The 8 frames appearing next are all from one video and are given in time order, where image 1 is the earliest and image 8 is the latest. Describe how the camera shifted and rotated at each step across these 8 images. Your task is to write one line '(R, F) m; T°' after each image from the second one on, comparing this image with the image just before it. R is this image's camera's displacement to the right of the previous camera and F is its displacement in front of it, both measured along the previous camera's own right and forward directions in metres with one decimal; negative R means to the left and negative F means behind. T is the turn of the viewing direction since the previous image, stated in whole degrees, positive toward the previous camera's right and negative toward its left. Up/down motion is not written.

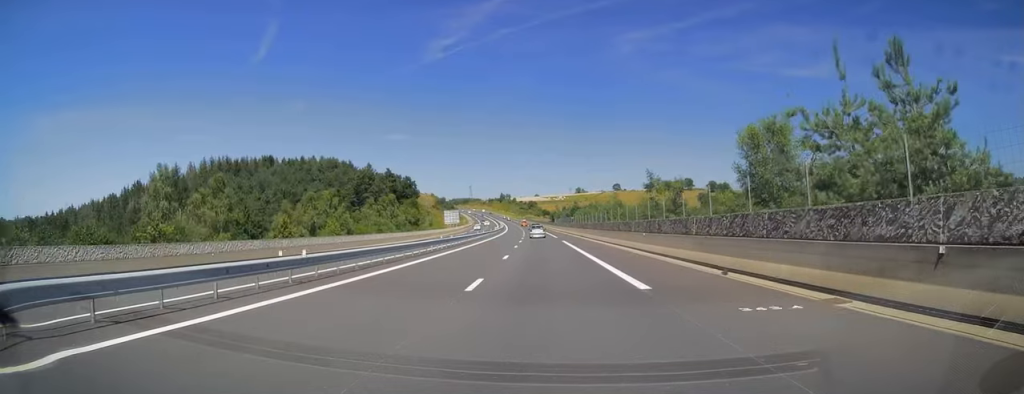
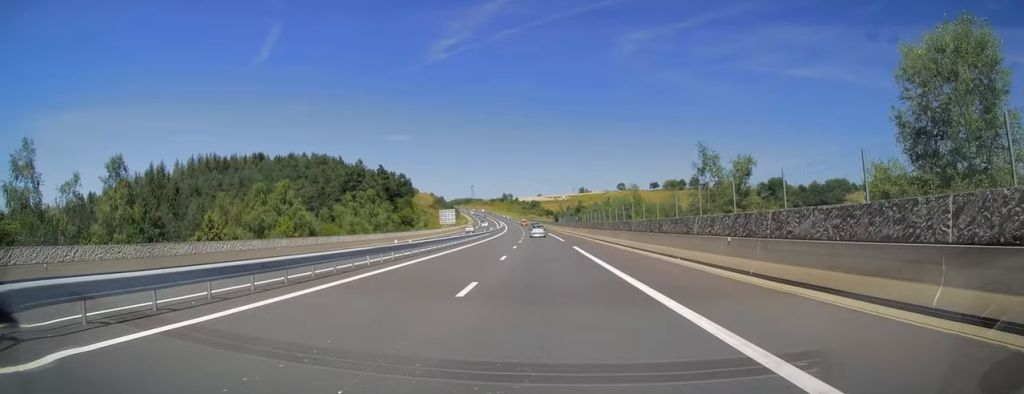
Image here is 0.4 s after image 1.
(+0.1, +14.3) m; -1°
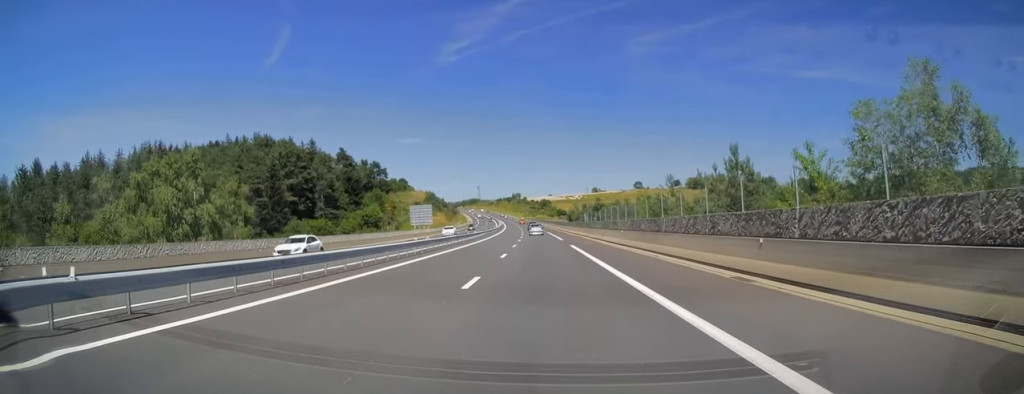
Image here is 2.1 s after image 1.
(-0.8, +51.0) m; -1°
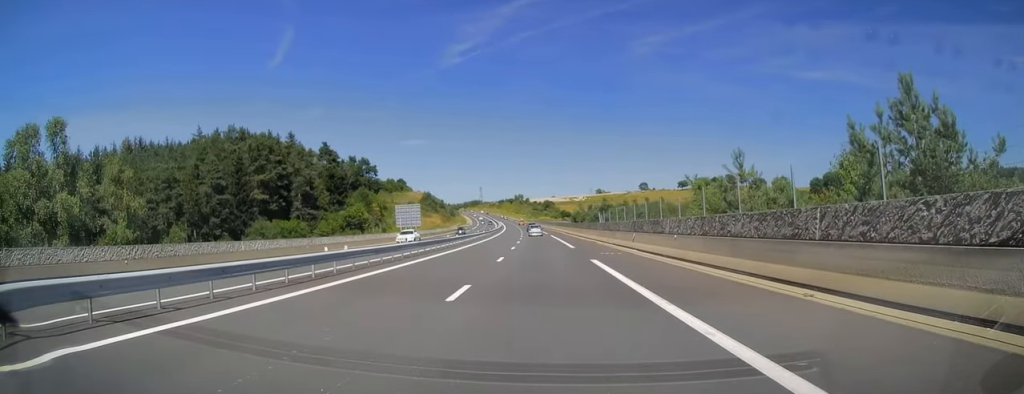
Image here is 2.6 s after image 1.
(0.0, +15.2) m; 0°
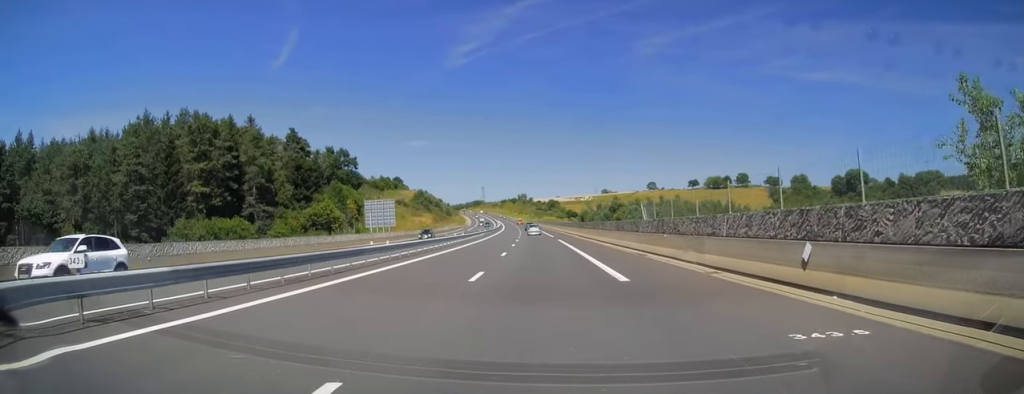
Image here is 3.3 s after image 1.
(0.0, +22.4) m; -1°
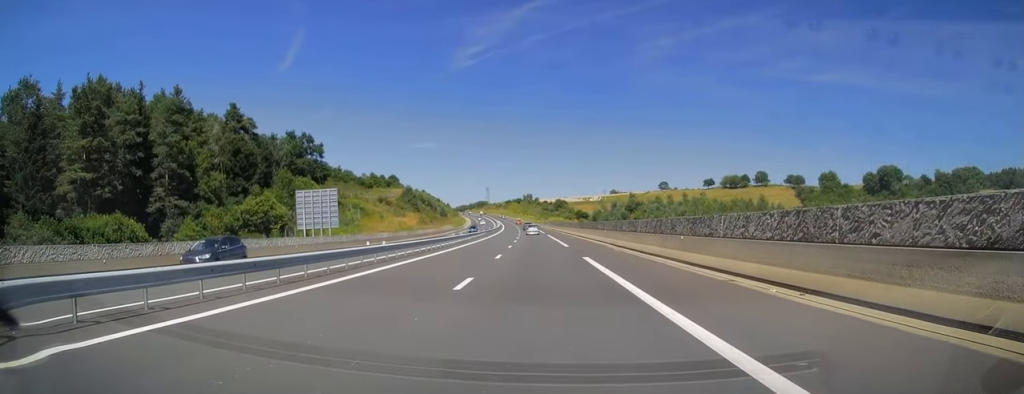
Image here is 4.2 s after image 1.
(-0.2, +28.5) m; 0°
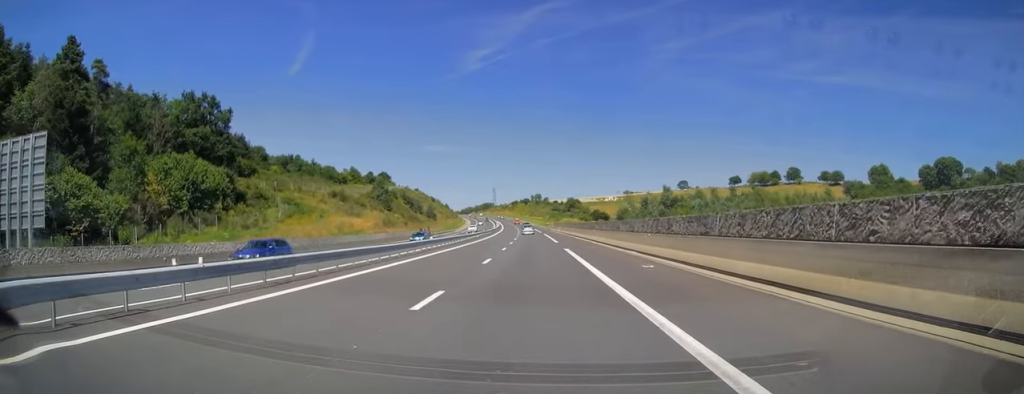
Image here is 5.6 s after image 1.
(-0.1, +42.7) m; -1°
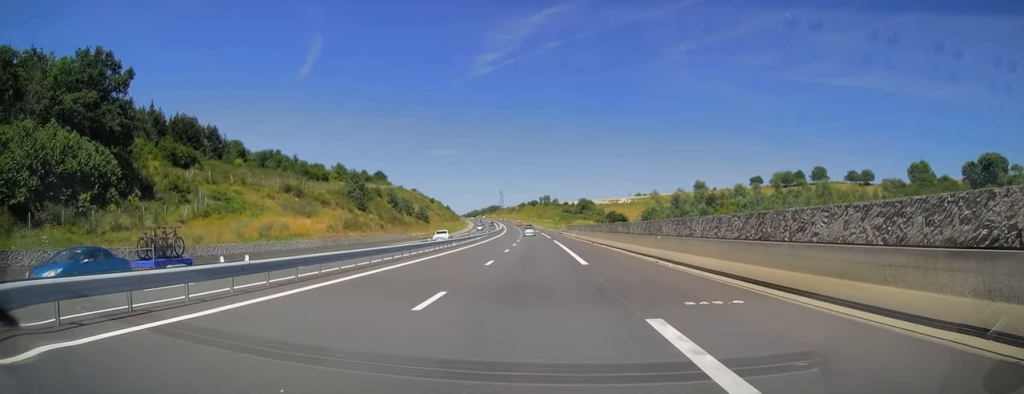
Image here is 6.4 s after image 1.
(-0.4, +26.0) m; -1°
